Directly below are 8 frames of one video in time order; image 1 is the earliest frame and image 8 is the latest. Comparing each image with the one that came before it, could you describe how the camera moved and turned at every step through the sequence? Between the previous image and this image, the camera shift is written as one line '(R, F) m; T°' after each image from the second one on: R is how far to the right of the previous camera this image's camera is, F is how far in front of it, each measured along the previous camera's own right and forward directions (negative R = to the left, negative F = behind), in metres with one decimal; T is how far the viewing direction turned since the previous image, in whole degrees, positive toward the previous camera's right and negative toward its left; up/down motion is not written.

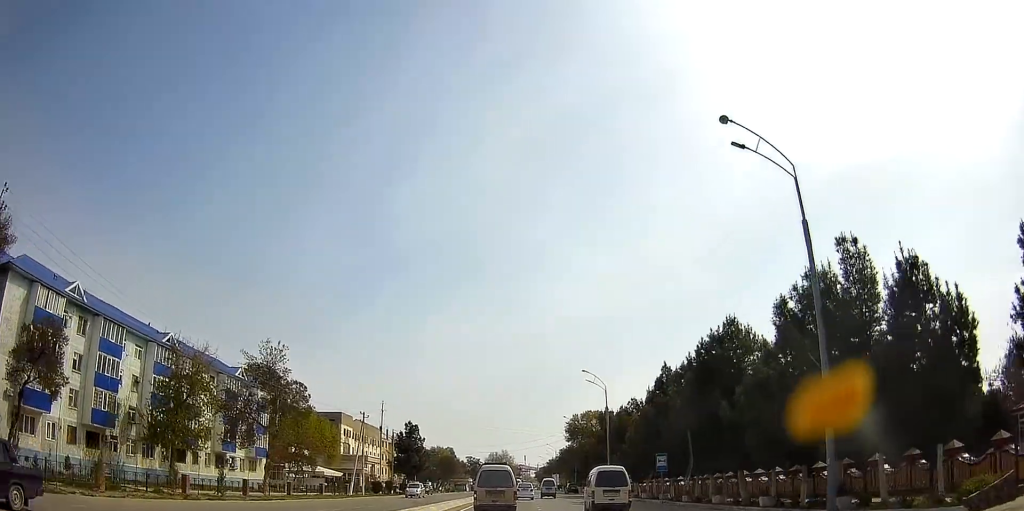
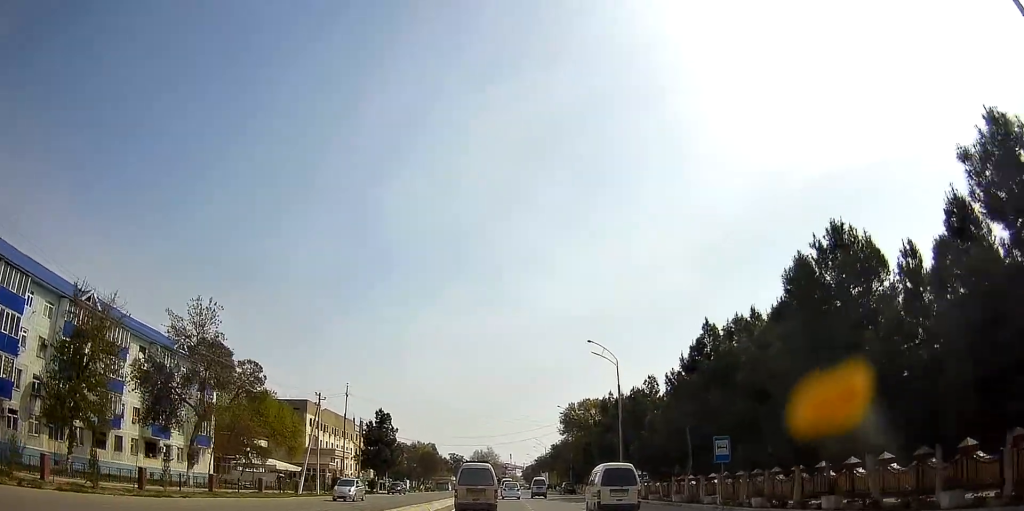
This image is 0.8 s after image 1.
(+0.1, +12.1) m; +1°
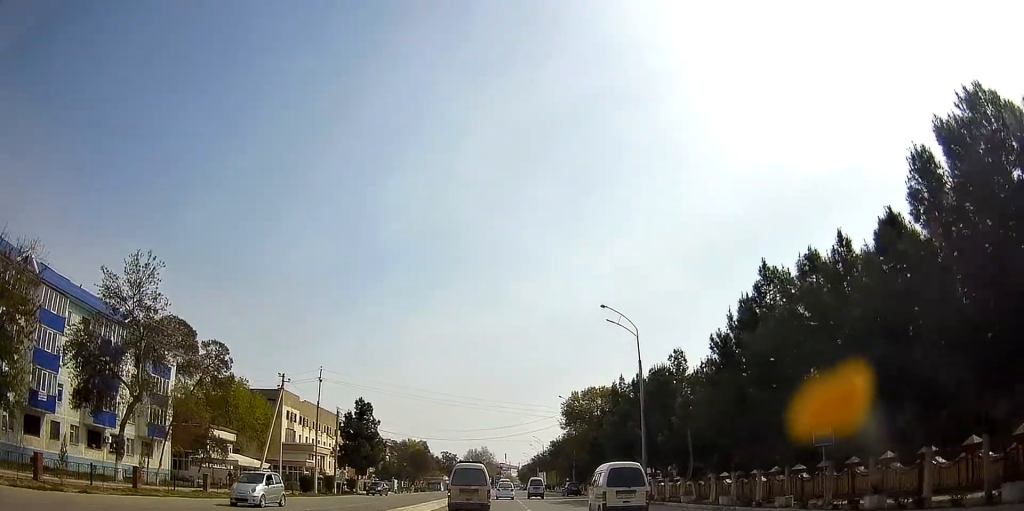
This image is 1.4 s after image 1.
(+0.3, +8.7) m; 0°
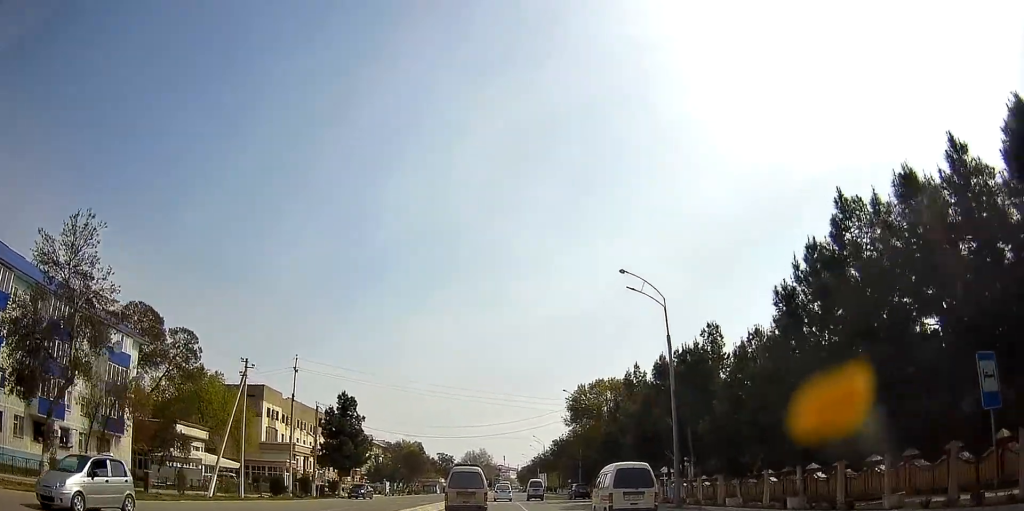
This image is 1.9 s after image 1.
(-0.2, +7.2) m; 0°
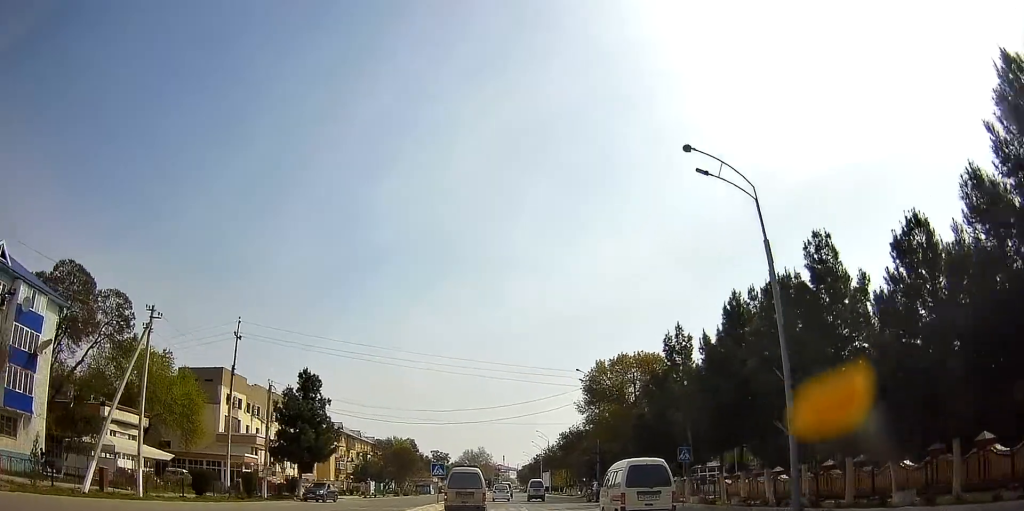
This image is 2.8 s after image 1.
(-0.2, +13.0) m; 0°
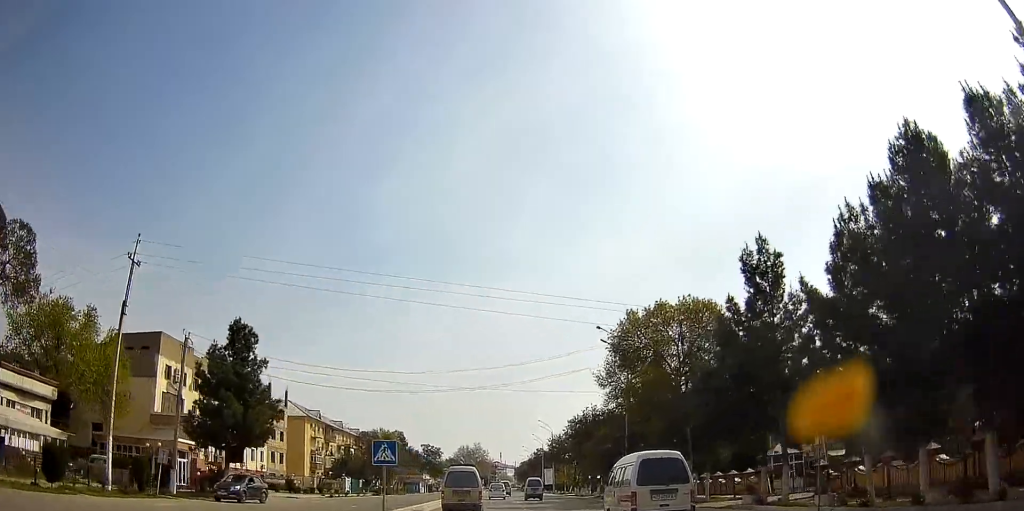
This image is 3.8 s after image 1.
(+0.2, +13.9) m; +1°
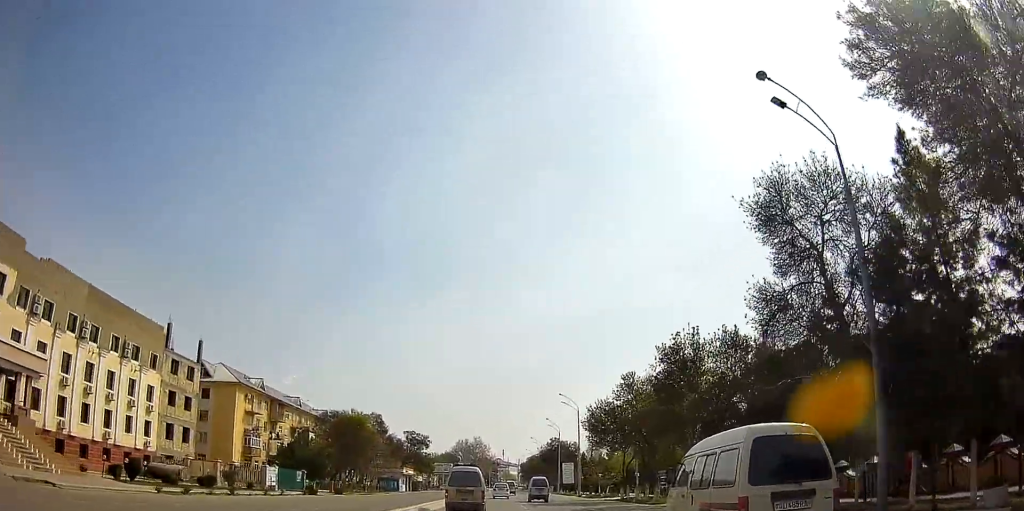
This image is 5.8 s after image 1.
(+1.1, +28.4) m; +3°
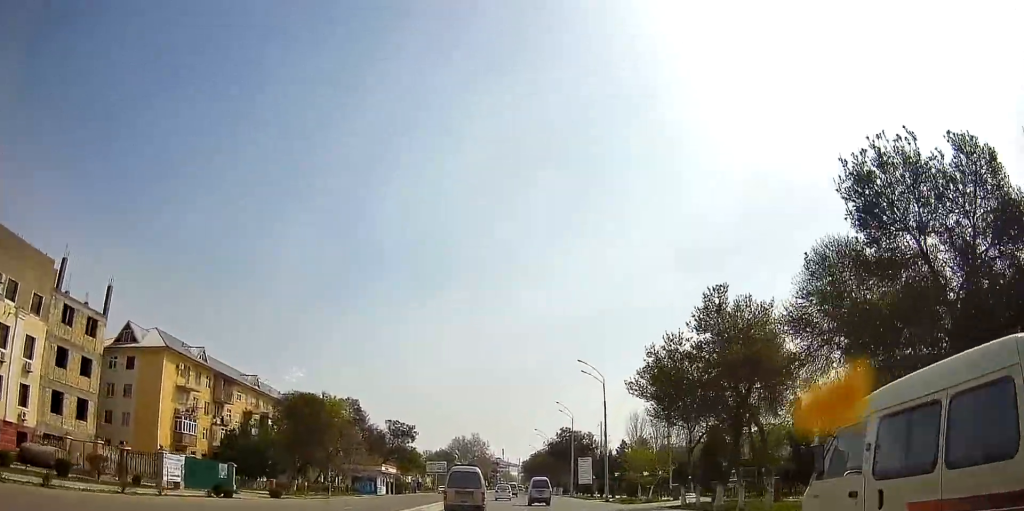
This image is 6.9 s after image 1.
(-0.5, +17.1) m; -2°
